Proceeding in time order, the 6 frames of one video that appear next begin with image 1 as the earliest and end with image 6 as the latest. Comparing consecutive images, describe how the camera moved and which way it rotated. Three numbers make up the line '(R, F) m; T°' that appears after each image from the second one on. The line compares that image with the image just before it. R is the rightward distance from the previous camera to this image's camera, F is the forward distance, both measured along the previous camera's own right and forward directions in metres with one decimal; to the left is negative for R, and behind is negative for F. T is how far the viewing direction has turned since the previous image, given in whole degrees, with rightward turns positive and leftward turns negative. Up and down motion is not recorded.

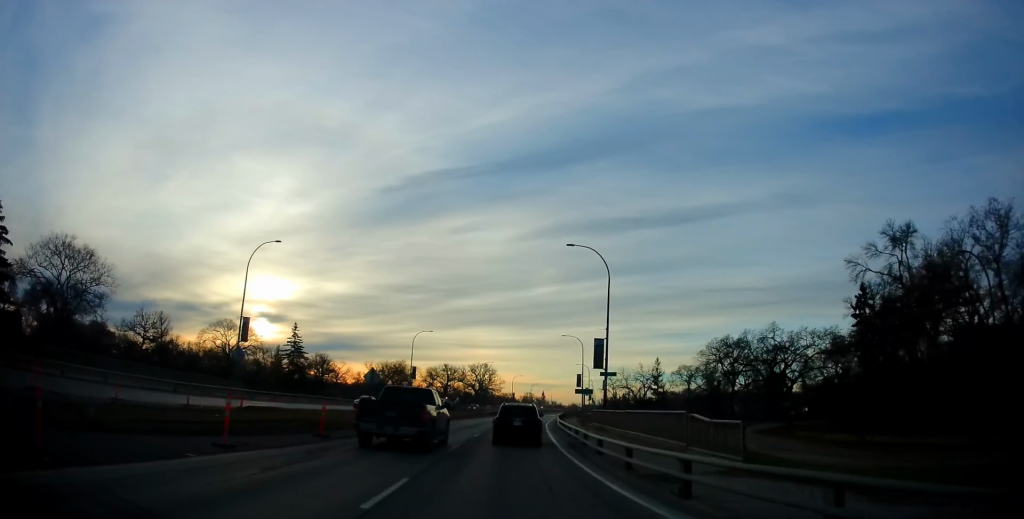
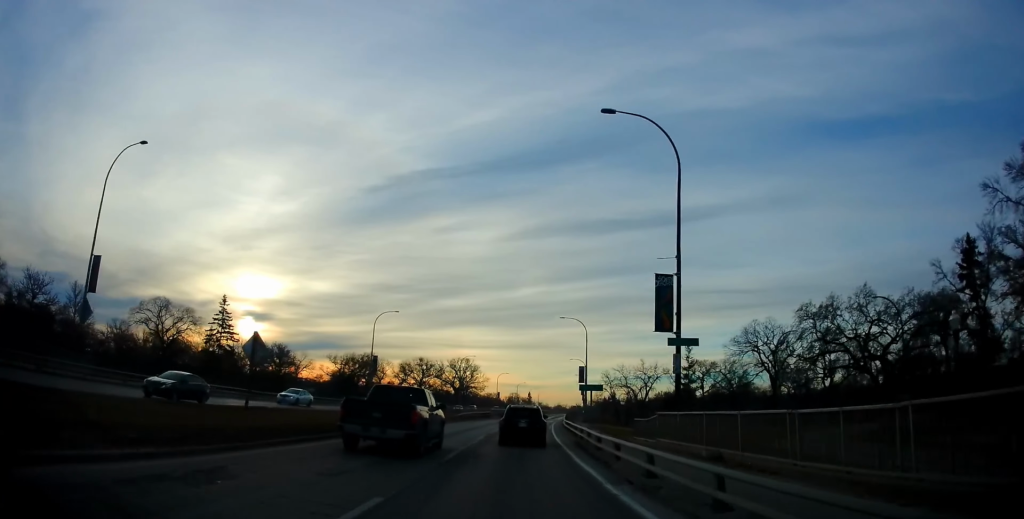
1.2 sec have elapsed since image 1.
(0.0, +20.7) m; 0°
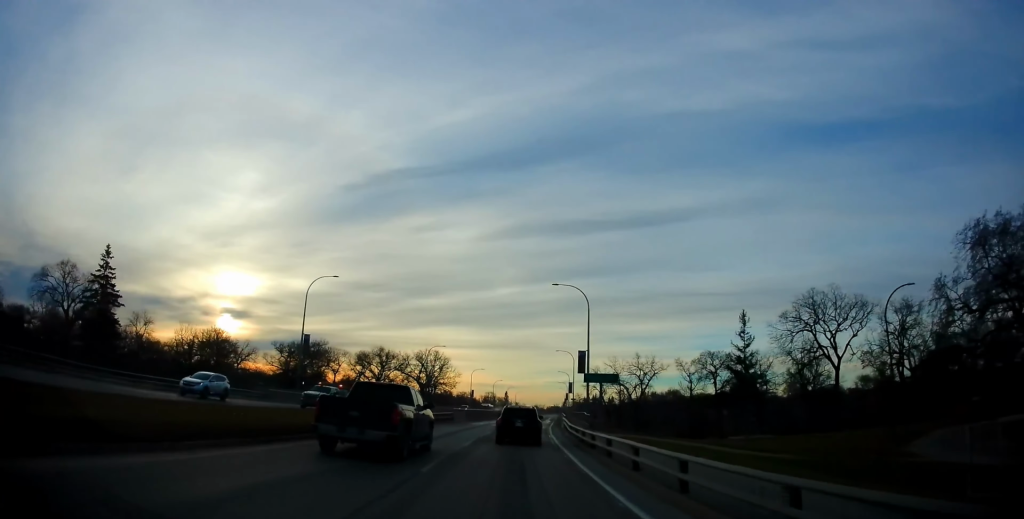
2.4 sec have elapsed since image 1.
(+0.3, +20.8) m; +4°
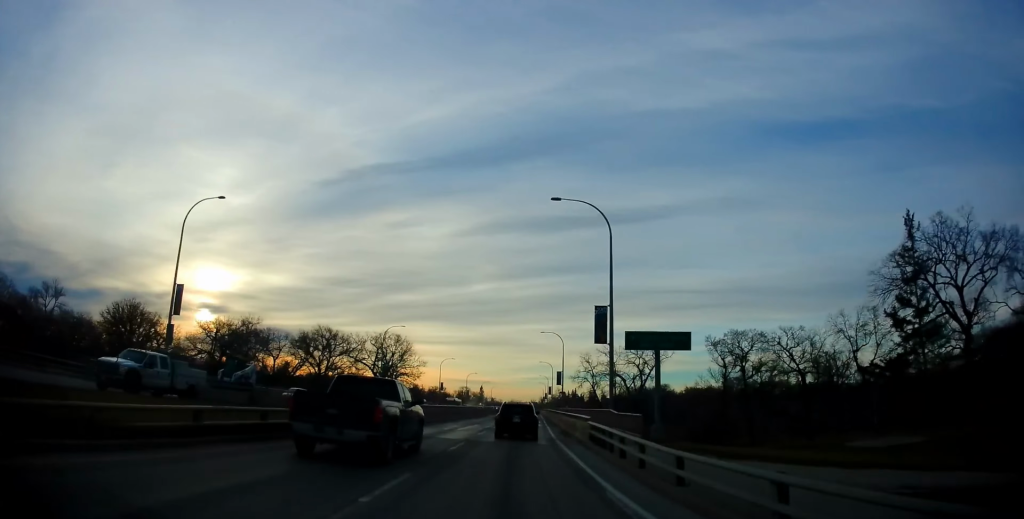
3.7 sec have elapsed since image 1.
(+1.2, +22.8) m; +2°
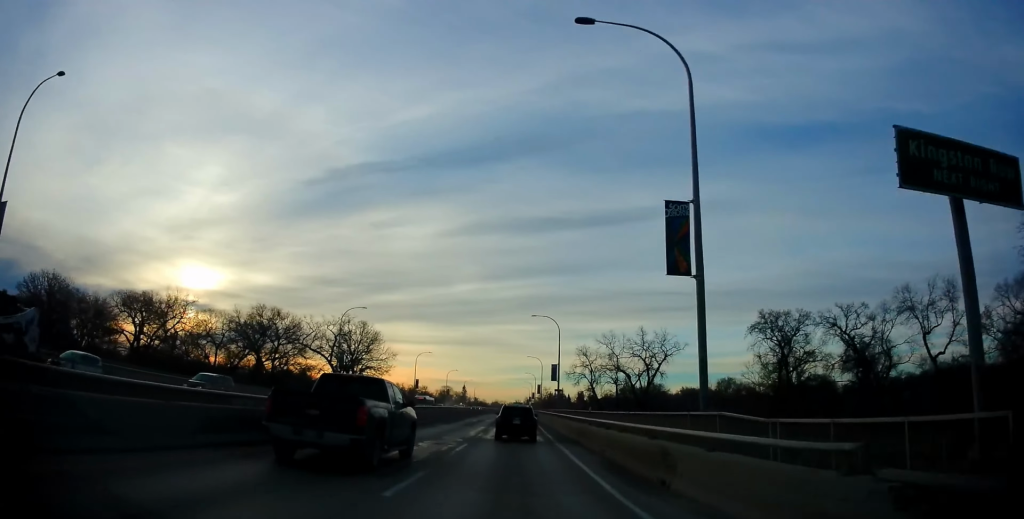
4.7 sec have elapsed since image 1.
(-0.1, +17.7) m; +1°
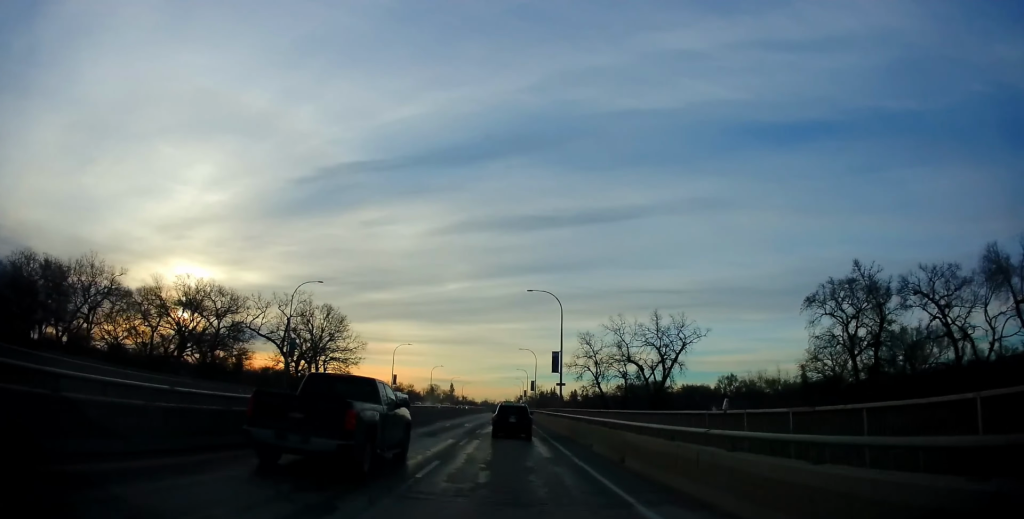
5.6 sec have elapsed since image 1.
(+0.3, +15.8) m; +2°
